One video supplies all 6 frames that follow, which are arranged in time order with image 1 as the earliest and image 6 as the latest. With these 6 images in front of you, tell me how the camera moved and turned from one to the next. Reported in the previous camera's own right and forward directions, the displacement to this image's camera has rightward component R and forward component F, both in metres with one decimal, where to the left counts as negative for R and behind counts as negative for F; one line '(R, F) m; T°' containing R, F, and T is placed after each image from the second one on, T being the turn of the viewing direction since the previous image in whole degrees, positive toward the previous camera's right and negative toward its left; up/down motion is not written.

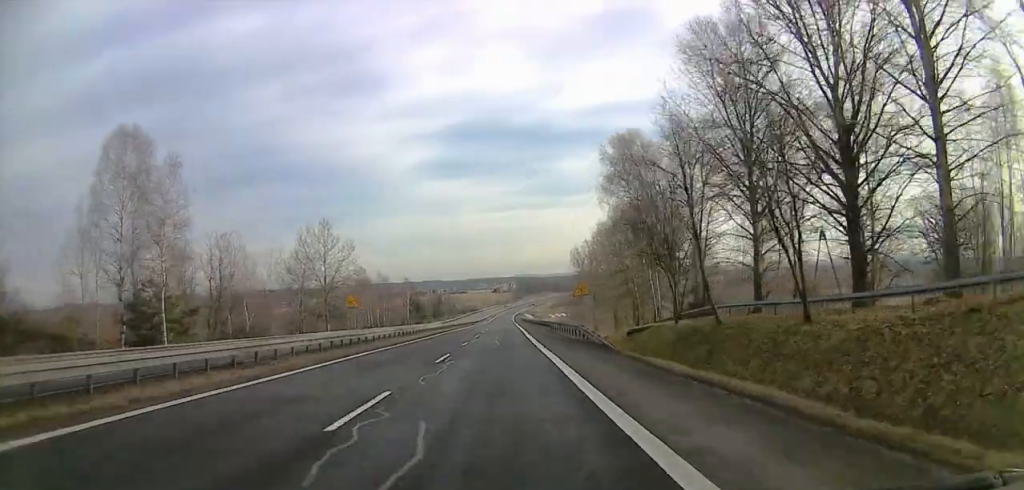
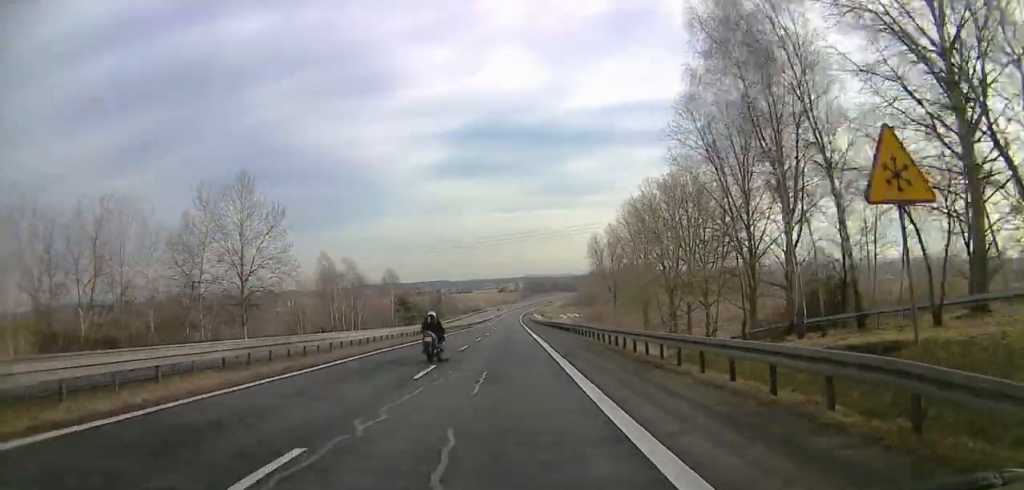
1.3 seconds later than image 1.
(-3.7, +29.9) m; +8°
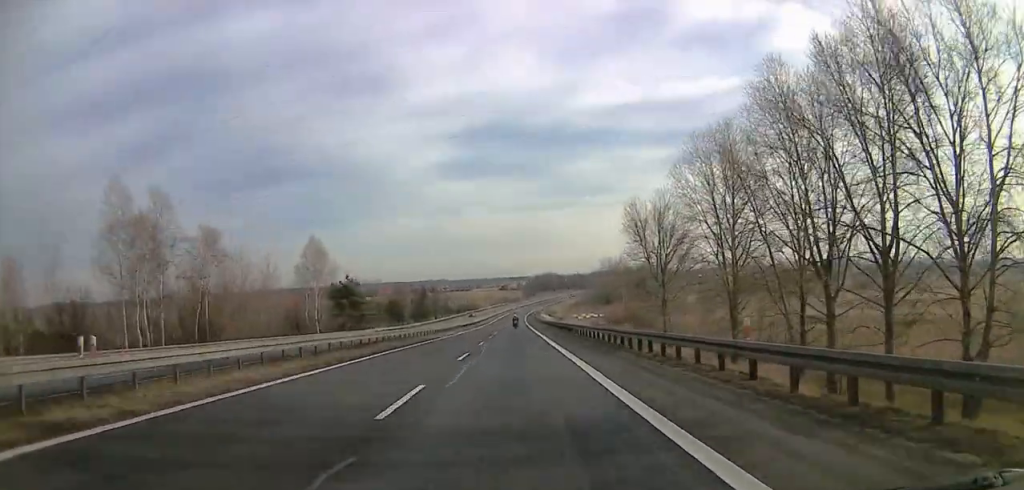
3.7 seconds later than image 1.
(+6.9, +51.4) m; +1°
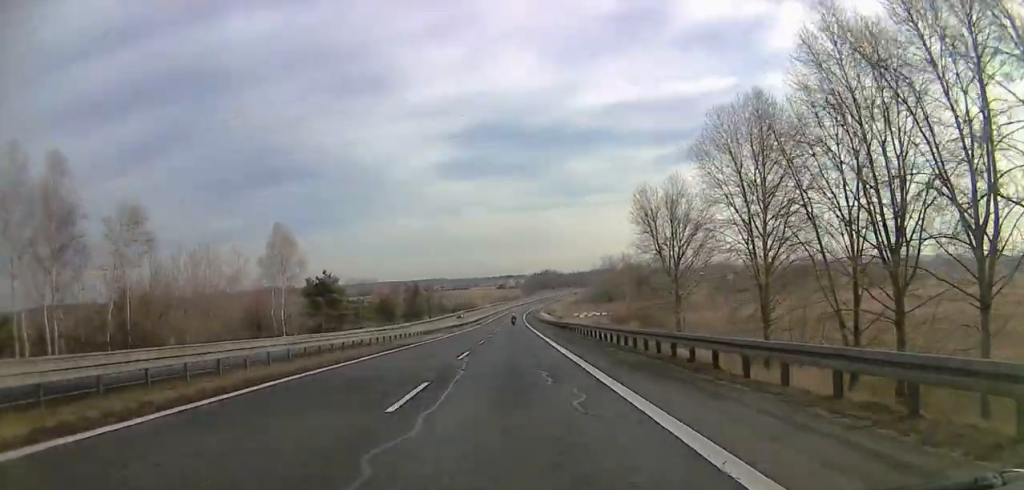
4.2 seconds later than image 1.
(0.0, +10.9) m; 0°
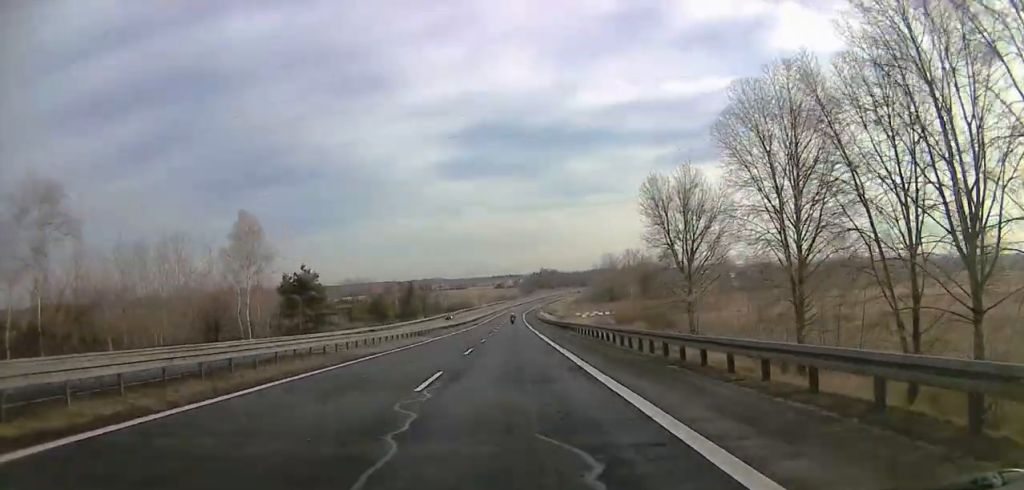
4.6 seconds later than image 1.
(0.0, +8.8) m; 0°
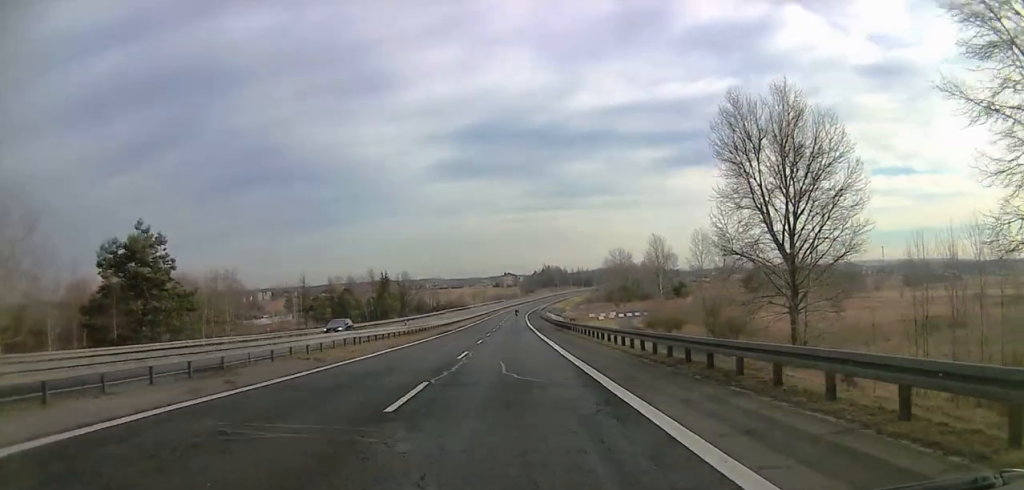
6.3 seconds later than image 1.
(+0.5, +37.6) m; 0°
